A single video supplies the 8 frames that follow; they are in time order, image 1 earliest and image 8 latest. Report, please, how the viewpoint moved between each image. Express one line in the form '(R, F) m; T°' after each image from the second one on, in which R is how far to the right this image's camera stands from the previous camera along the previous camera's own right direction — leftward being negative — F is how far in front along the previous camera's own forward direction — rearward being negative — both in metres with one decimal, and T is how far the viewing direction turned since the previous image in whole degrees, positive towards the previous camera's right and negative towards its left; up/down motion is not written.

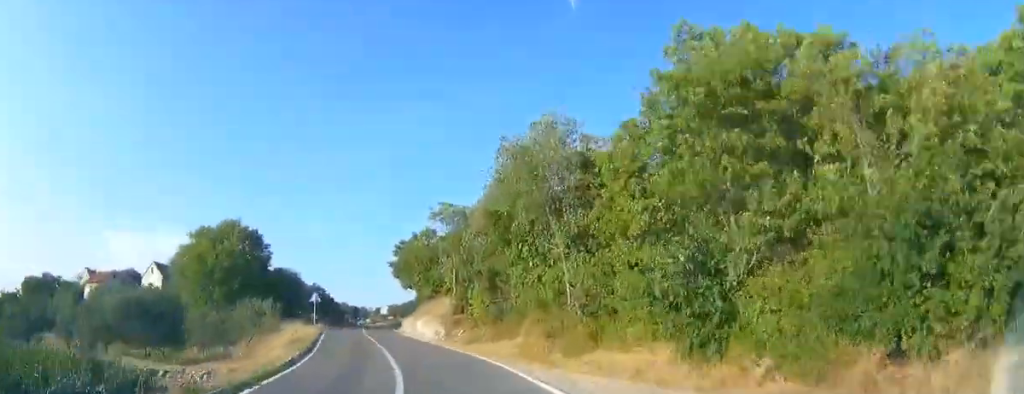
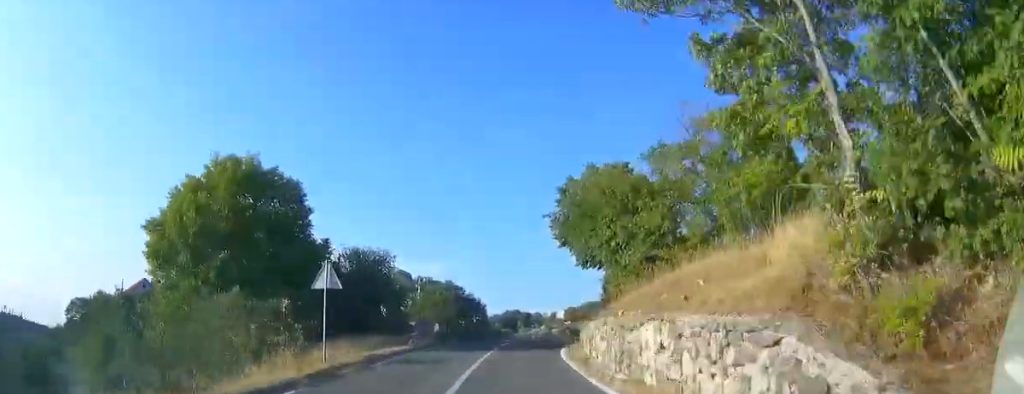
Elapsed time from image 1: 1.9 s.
(-2.6, +25.5) m; -10°
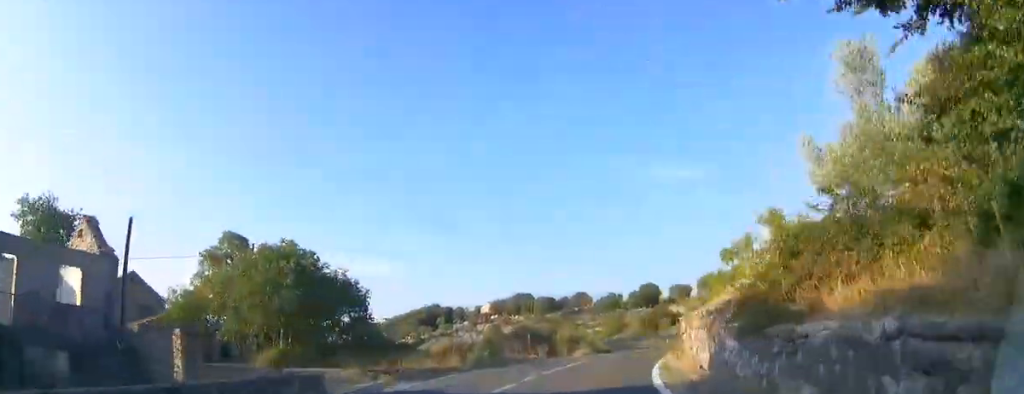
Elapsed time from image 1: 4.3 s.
(-2.4, +29.6) m; +1°
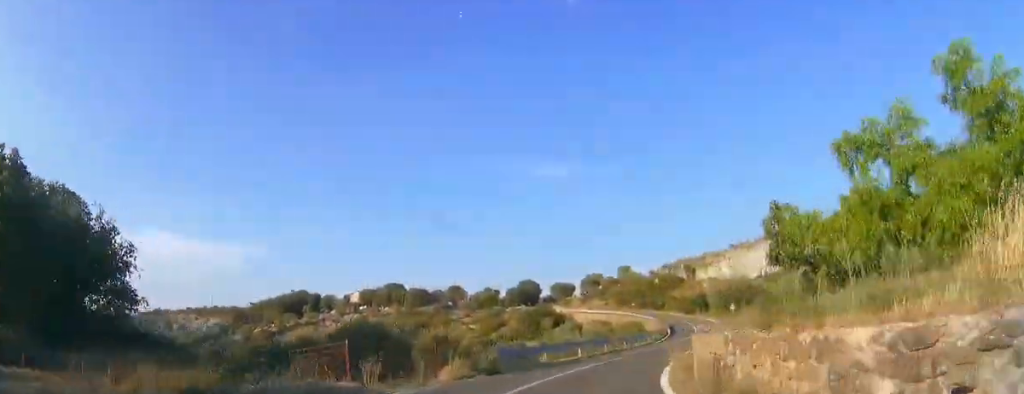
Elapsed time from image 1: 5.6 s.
(+1.0, +14.7) m; +10°
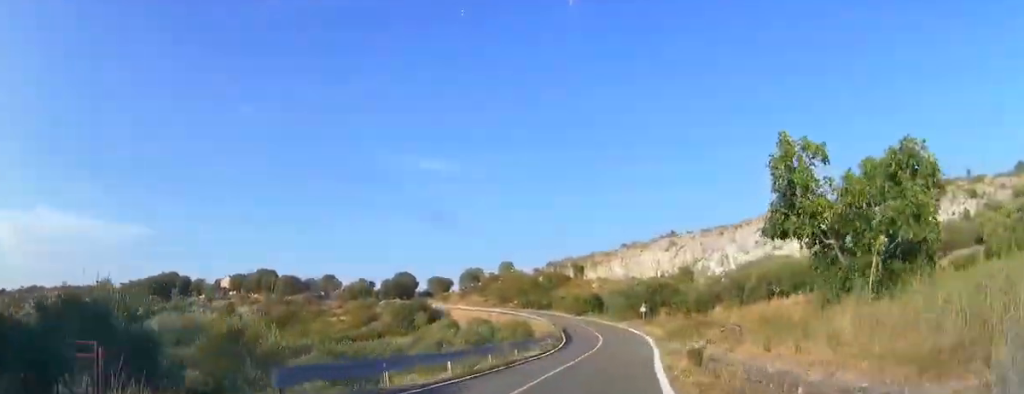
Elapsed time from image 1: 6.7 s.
(+0.1, +11.5) m; +11°
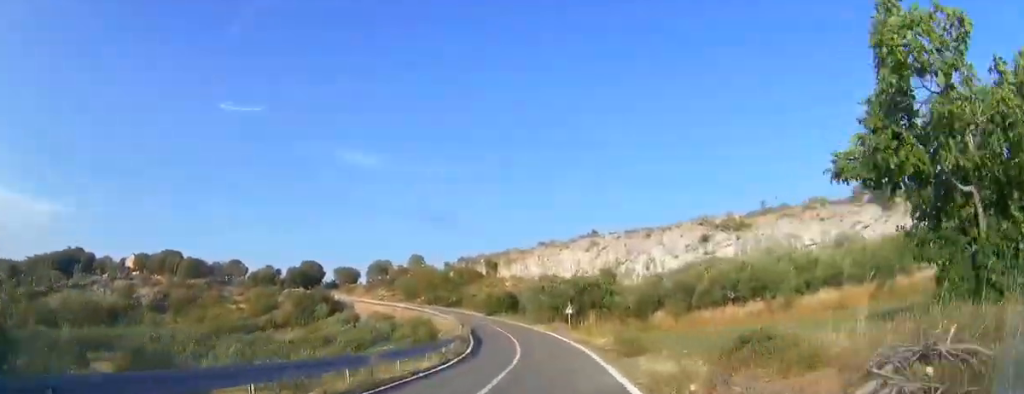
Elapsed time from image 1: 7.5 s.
(+1.5, +8.6) m; +4°
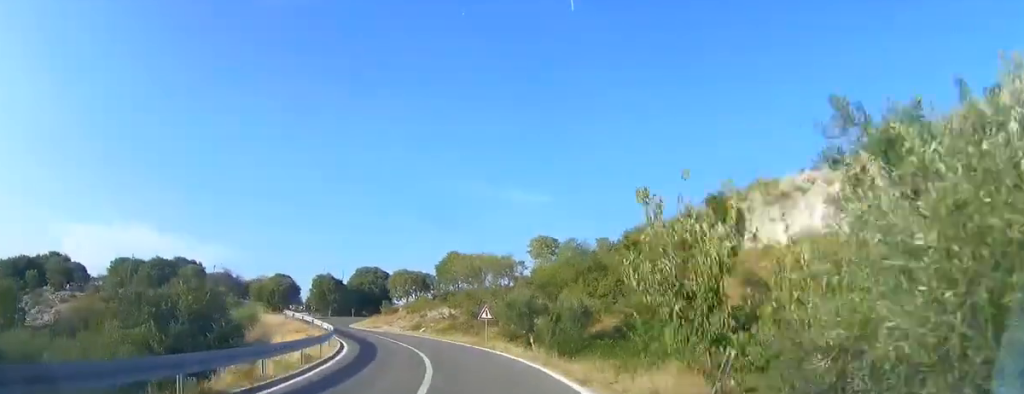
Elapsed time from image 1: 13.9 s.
(+1.9, +78.1) m; -12°
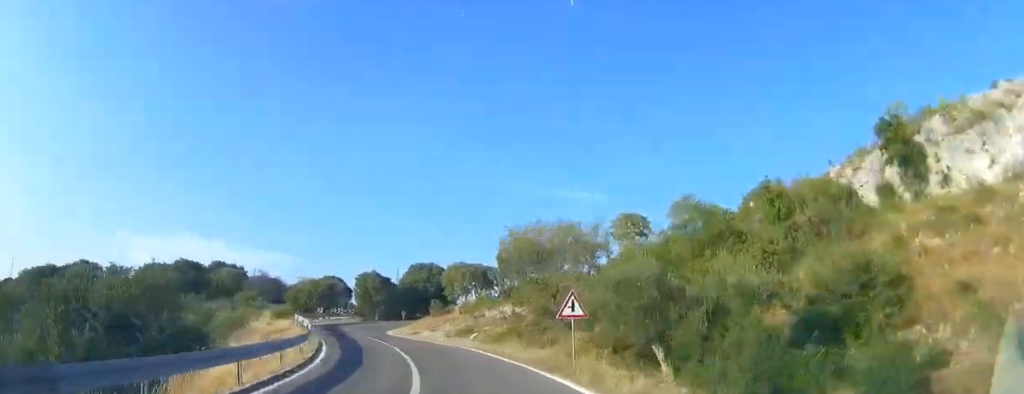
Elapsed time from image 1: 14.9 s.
(+0.1, +12.1) m; -6°
